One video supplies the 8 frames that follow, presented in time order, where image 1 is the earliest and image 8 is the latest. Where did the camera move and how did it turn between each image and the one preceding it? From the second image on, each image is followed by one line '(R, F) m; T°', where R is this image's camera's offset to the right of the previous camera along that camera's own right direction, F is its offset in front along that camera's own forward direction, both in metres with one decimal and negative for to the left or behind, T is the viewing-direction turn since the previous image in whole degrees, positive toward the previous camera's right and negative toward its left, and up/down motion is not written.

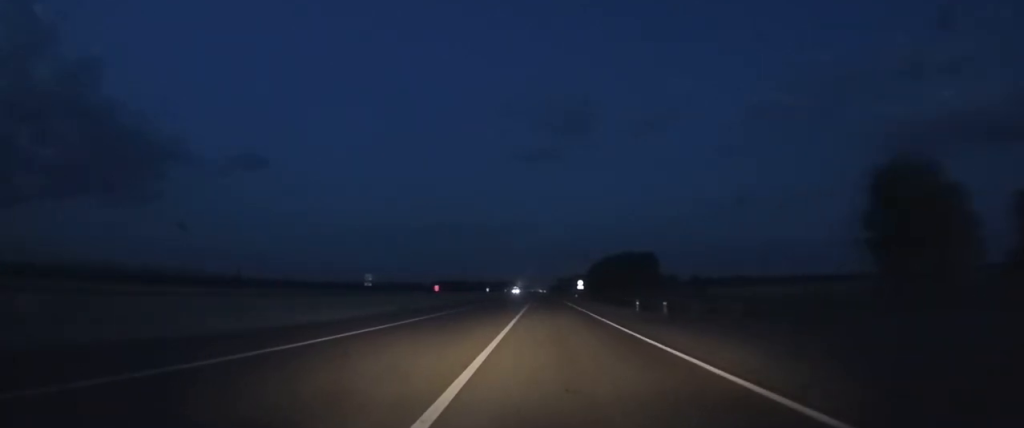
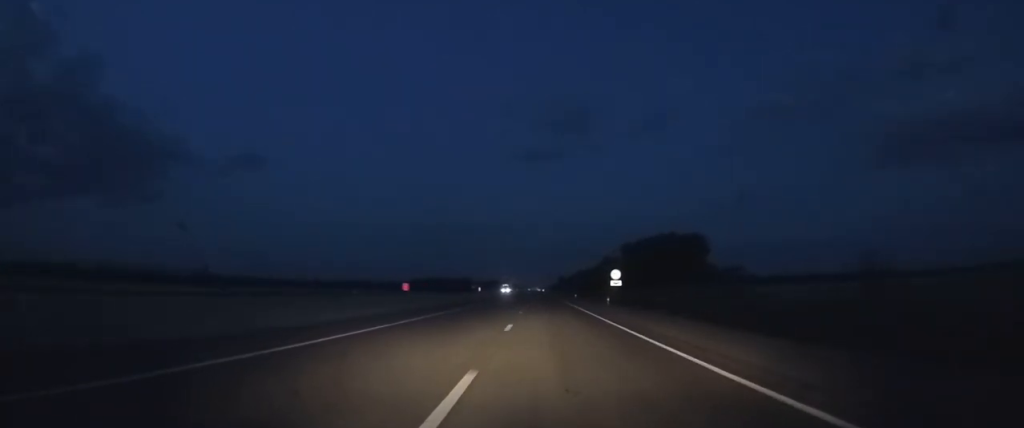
(0.0, +44.7) m; 0°
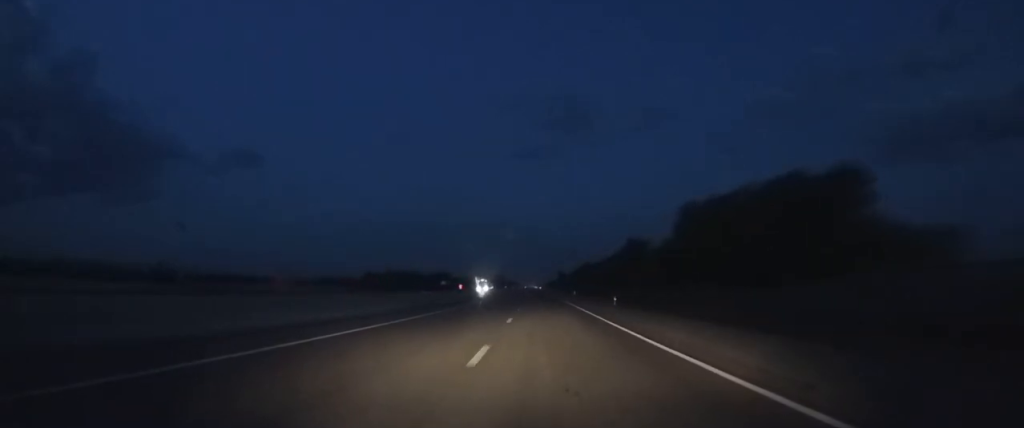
(0.0, +49.8) m; 0°
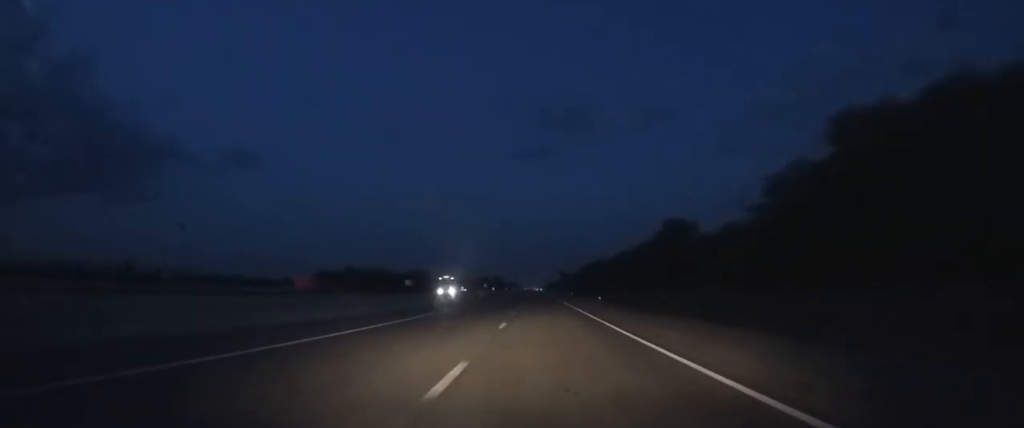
(0.0, +37.0) m; 0°
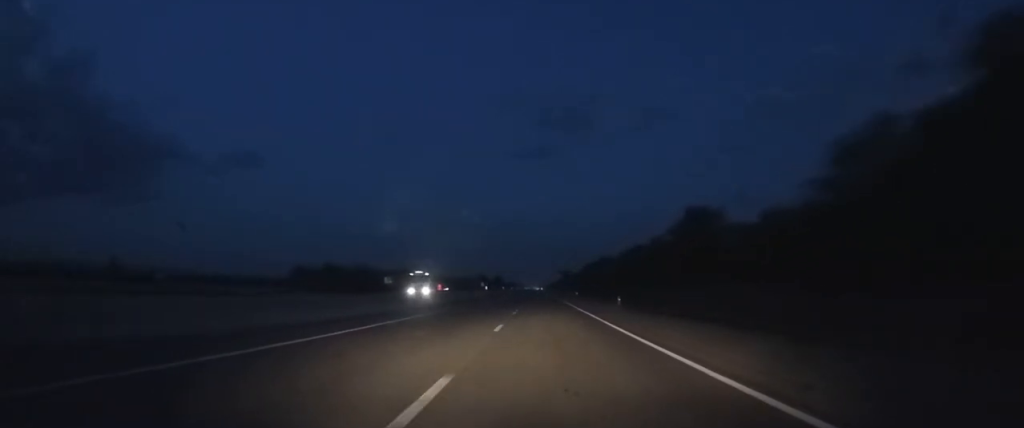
(0.0, +13.4) m; 0°
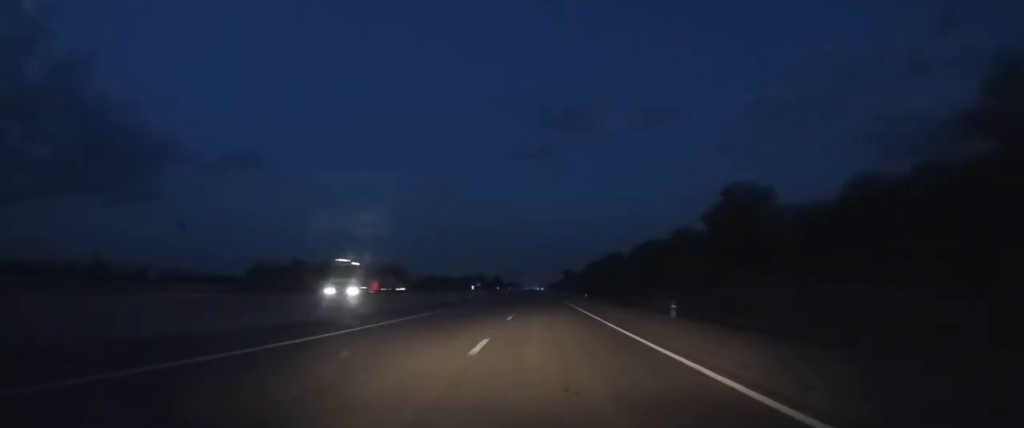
(0.0, +18.4) m; 0°
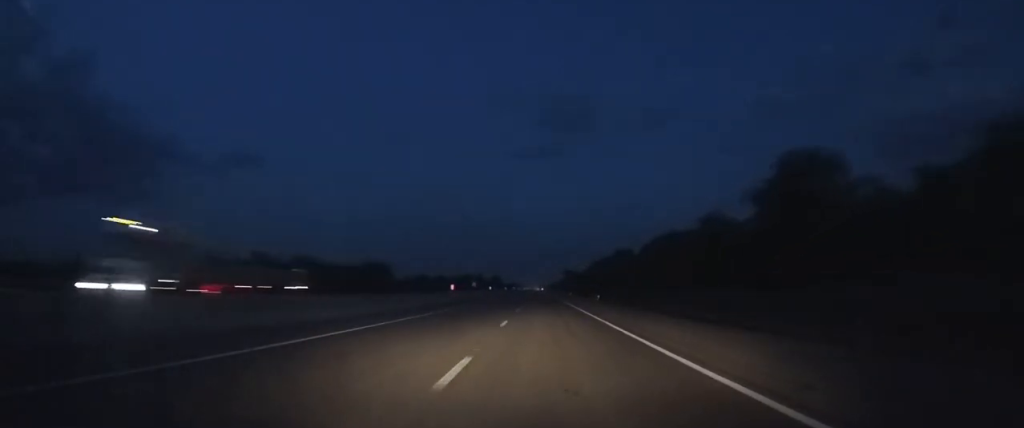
(0.0, +16.4) m; 0°
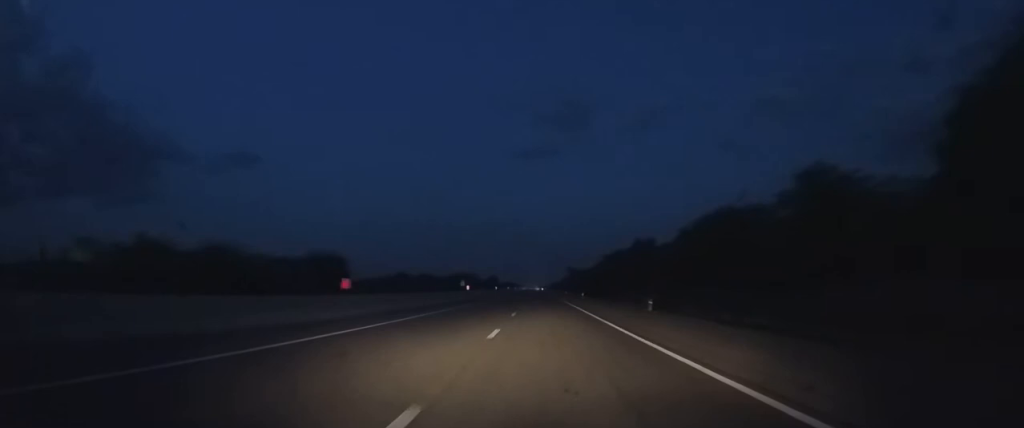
(-0.1, +31.9) m; 0°
